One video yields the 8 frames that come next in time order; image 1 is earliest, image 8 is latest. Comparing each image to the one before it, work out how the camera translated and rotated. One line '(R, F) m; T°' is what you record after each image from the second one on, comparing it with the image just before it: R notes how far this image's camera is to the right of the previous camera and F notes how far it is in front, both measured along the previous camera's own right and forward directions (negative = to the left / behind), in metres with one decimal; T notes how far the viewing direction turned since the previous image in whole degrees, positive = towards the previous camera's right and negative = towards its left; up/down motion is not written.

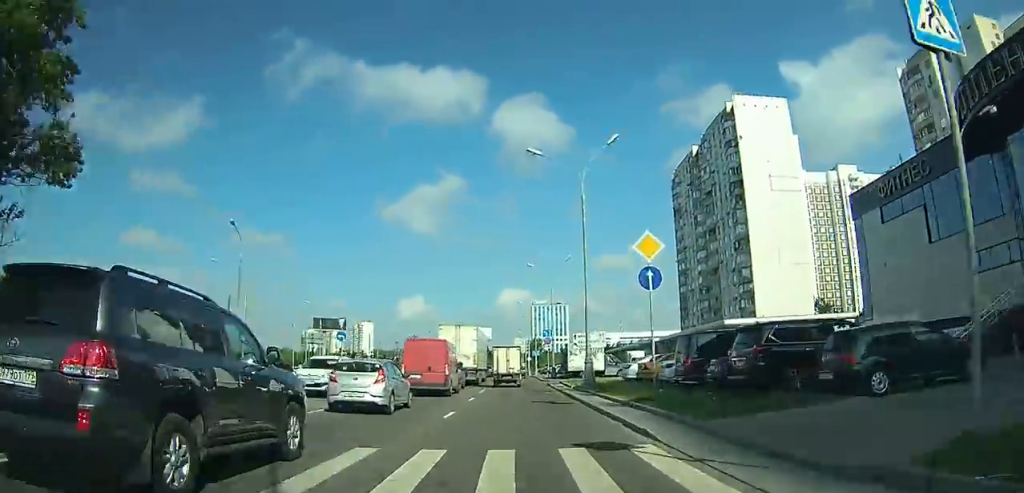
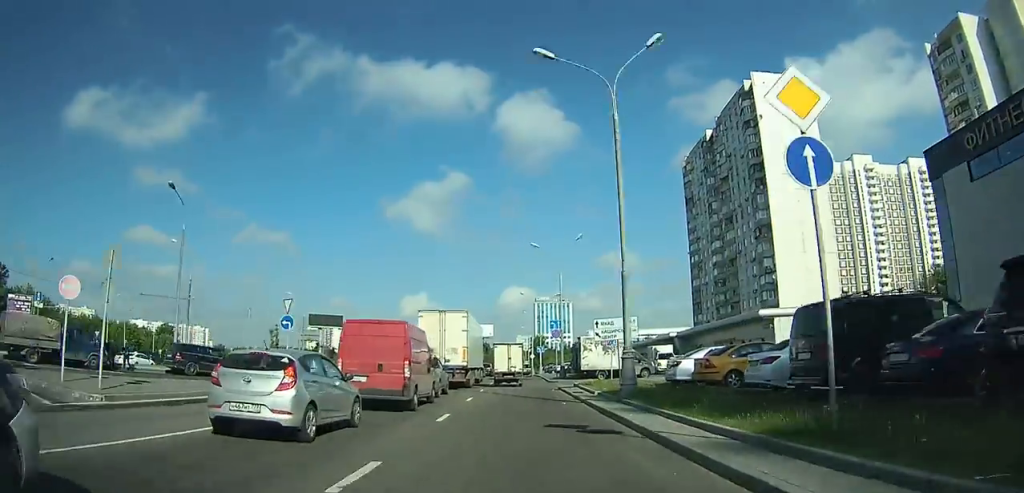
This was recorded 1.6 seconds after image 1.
(0.0, +9.7) m; 0°
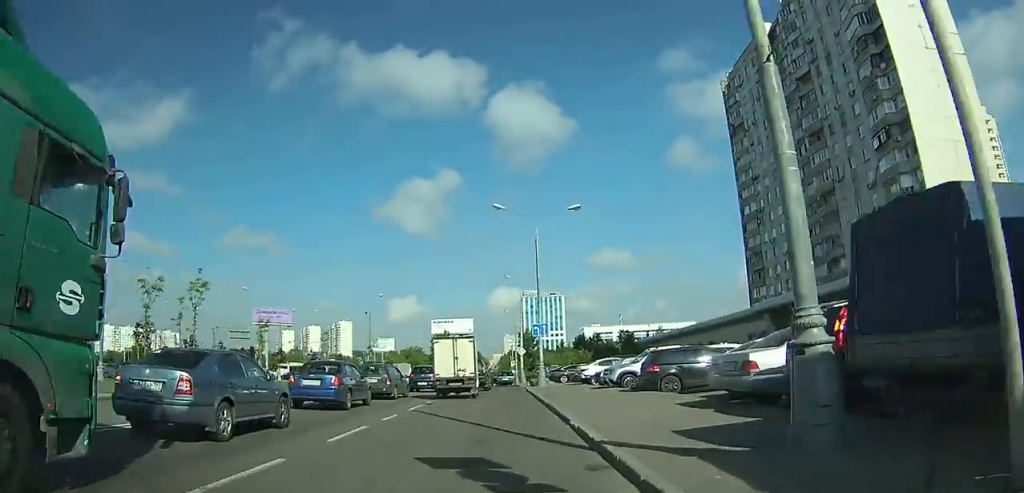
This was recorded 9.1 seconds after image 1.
(-0.4, +43.2) m; 0°
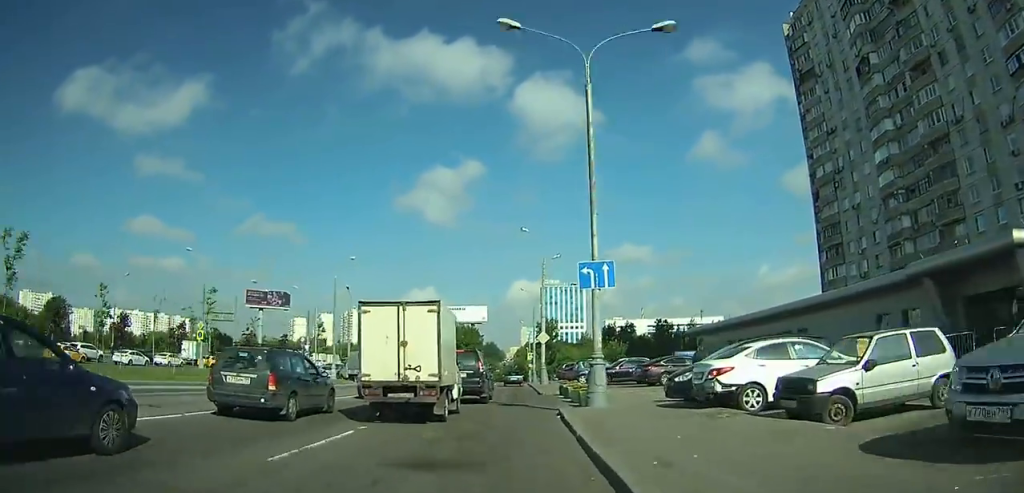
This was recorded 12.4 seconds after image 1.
(-0.1, +16.5) m; -2°
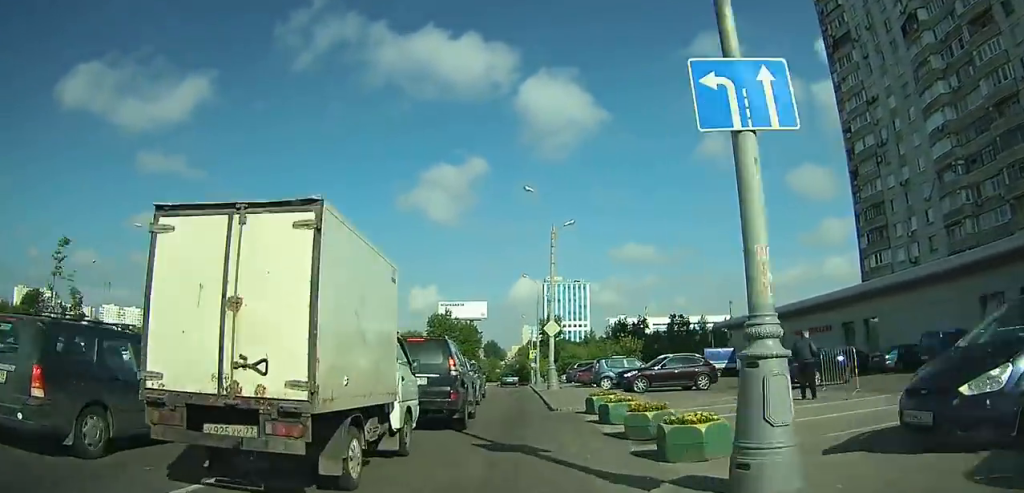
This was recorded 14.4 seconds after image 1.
(-0.3, +9.5) m; -1°
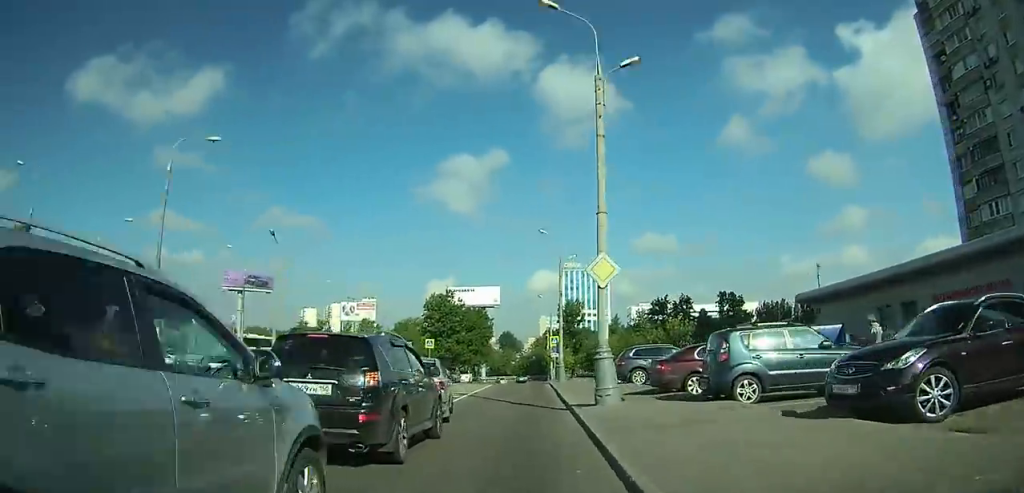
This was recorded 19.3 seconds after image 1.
(0.0, +24.0) m; +1°
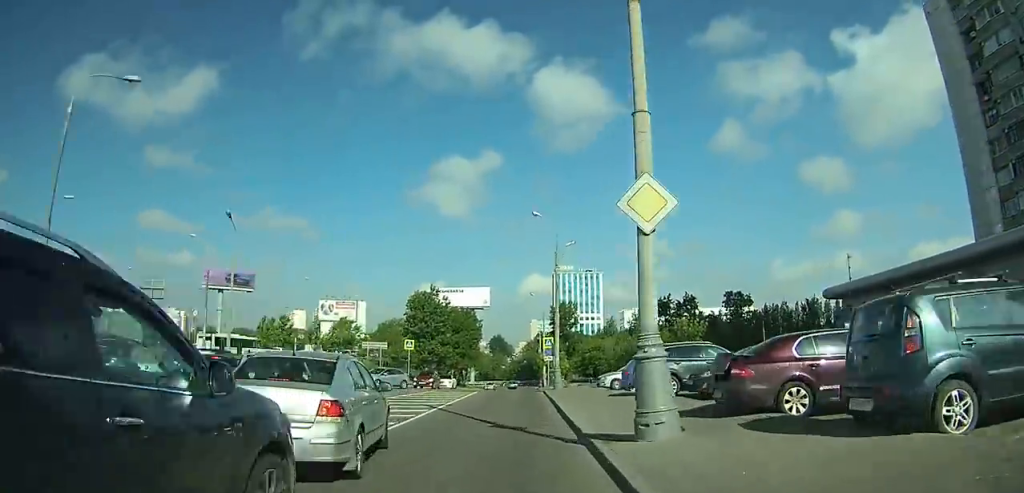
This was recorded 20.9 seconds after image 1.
(+0.2, +9.1) m; 0°
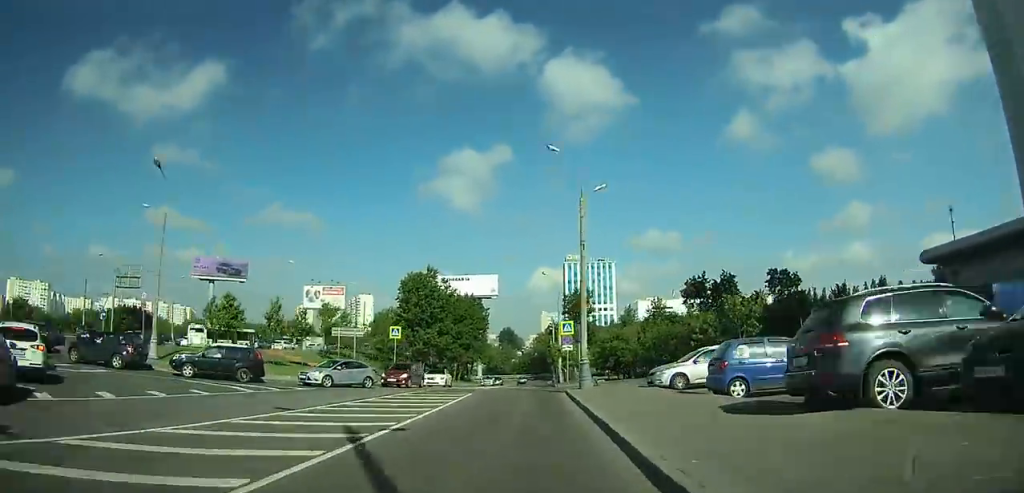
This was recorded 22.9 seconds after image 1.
(0.0, +12.7) m; -1°
